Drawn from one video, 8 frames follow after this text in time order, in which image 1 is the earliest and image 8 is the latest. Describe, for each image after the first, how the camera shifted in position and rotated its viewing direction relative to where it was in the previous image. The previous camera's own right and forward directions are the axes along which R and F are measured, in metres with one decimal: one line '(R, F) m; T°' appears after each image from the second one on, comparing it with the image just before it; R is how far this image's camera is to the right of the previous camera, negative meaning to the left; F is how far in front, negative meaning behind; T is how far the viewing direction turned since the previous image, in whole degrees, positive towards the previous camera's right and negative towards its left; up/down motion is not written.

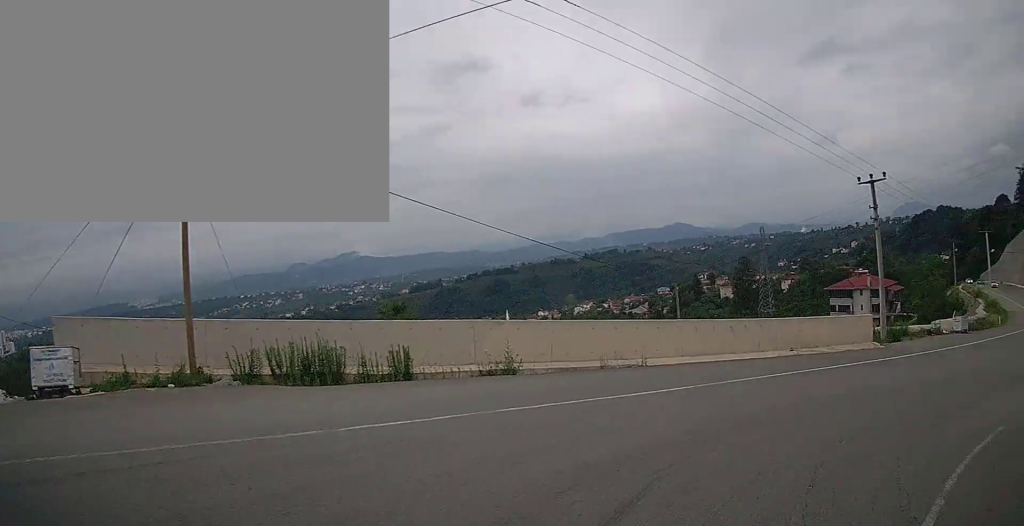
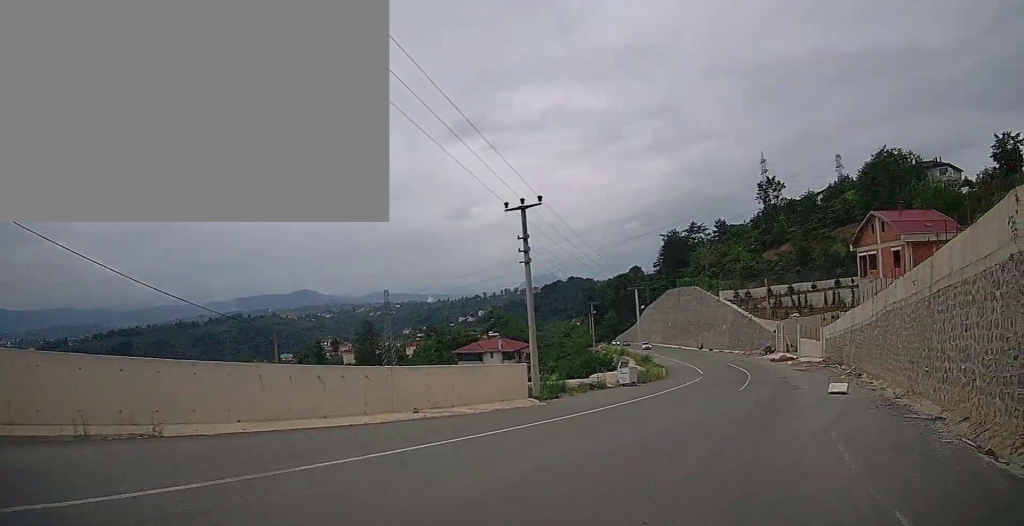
(+2.0, +7.4) m; +34°
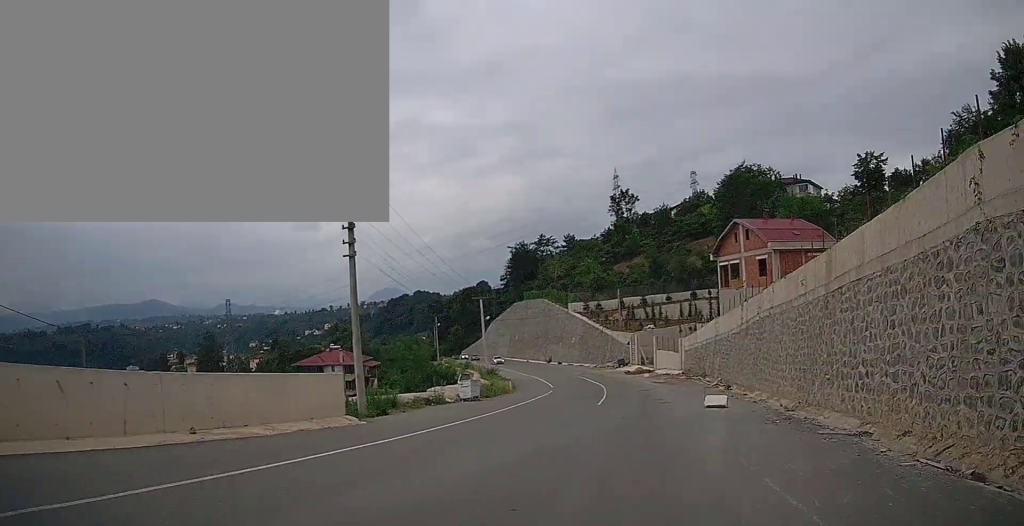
(+0.7, +3.4) m; +10°
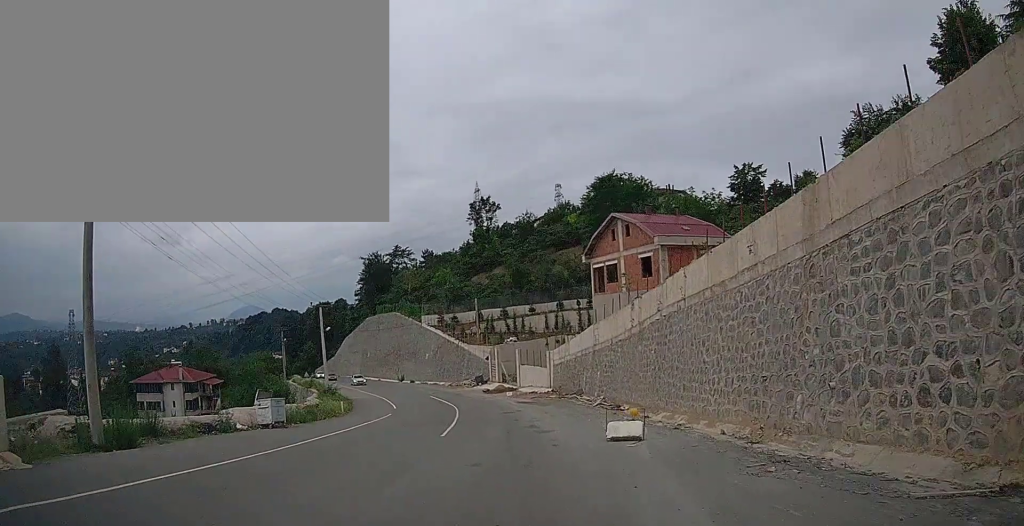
(+1.3, +7.5) m; +15°
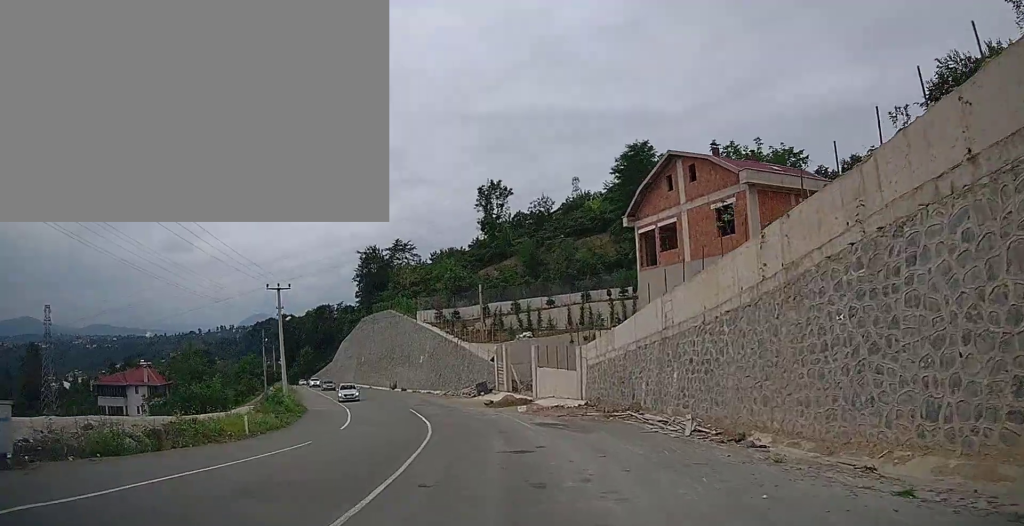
(+0.9, +12.9) m; +3°
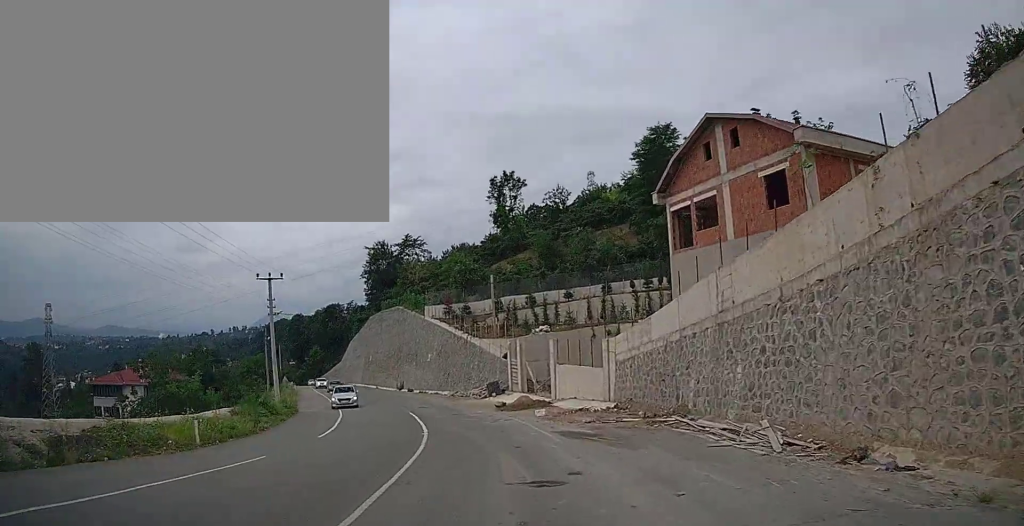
(0.0, +4.5) m; -2°
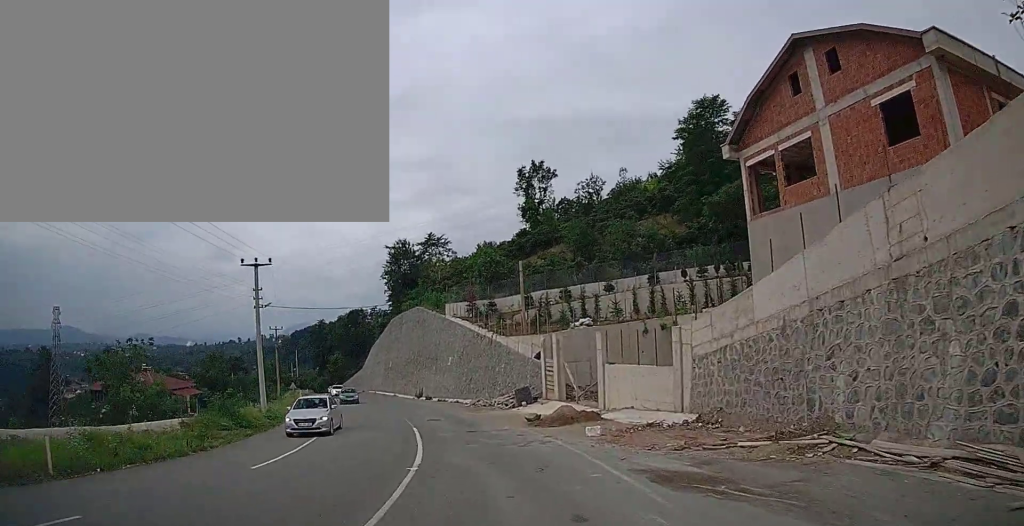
(-0.2, +6.9) m; -4°
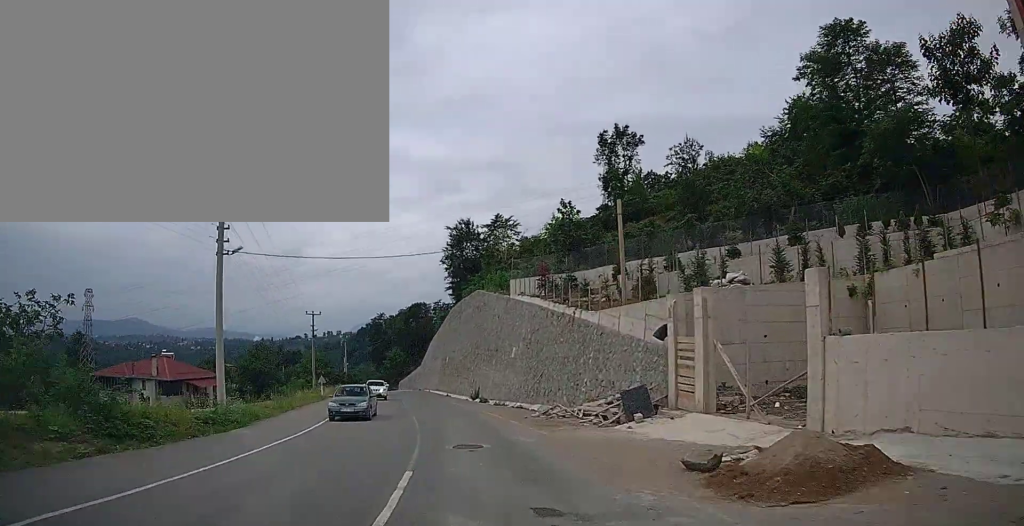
(-0.6, +12.5) m; -7°
